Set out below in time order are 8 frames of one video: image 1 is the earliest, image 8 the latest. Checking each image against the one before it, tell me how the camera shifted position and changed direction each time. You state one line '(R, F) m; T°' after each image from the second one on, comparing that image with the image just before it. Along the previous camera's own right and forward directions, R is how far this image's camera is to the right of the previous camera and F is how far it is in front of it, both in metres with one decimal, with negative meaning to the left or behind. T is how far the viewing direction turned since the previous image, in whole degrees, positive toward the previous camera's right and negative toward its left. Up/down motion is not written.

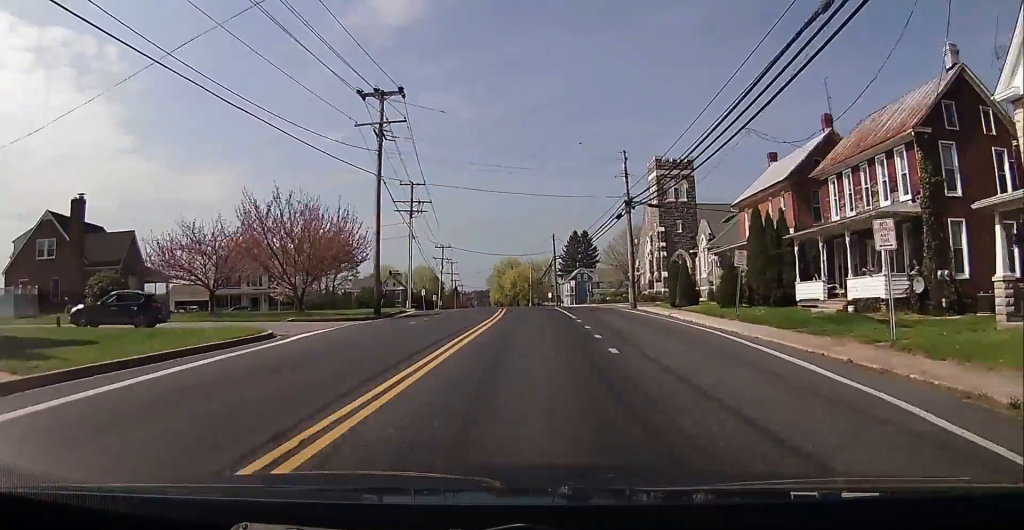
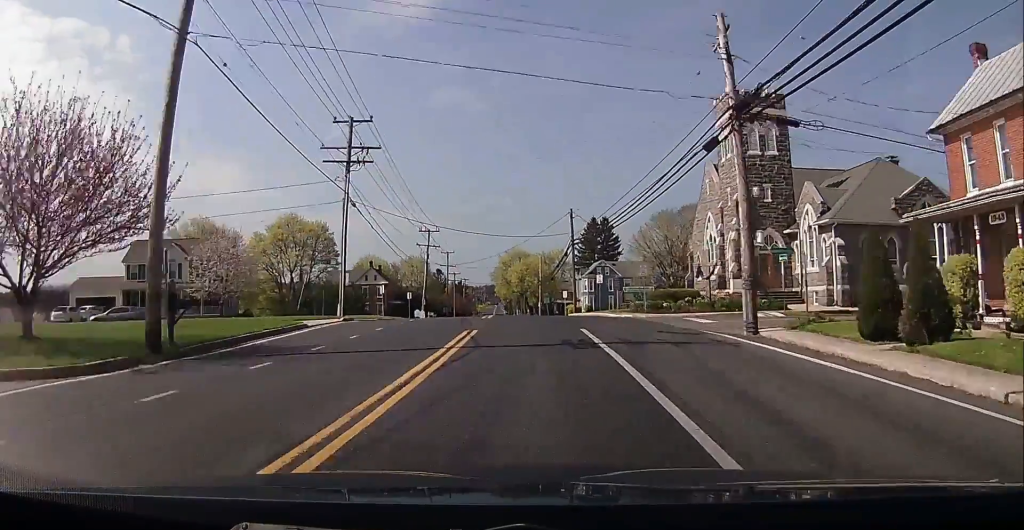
(-0.7, +23.9) m; -3°
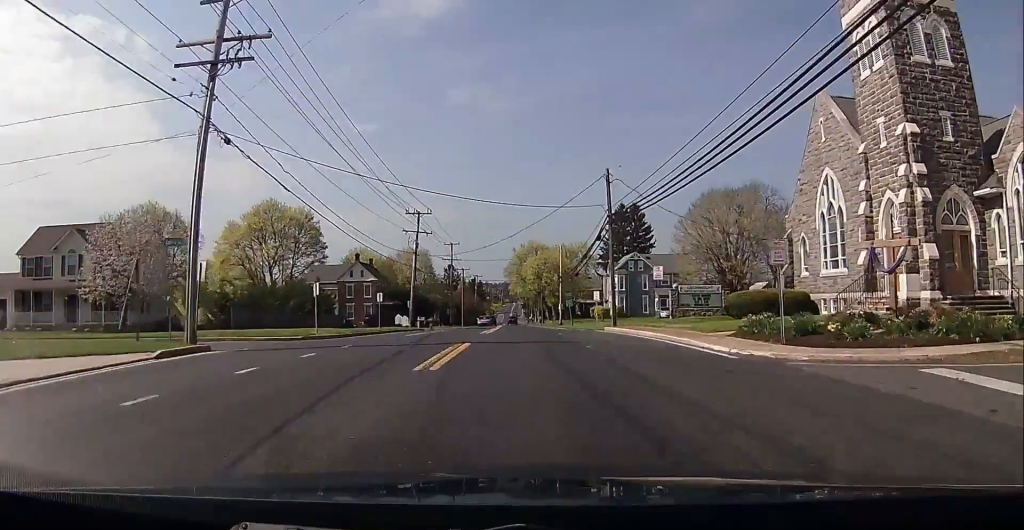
(-0.2, +18.9) m; 0°
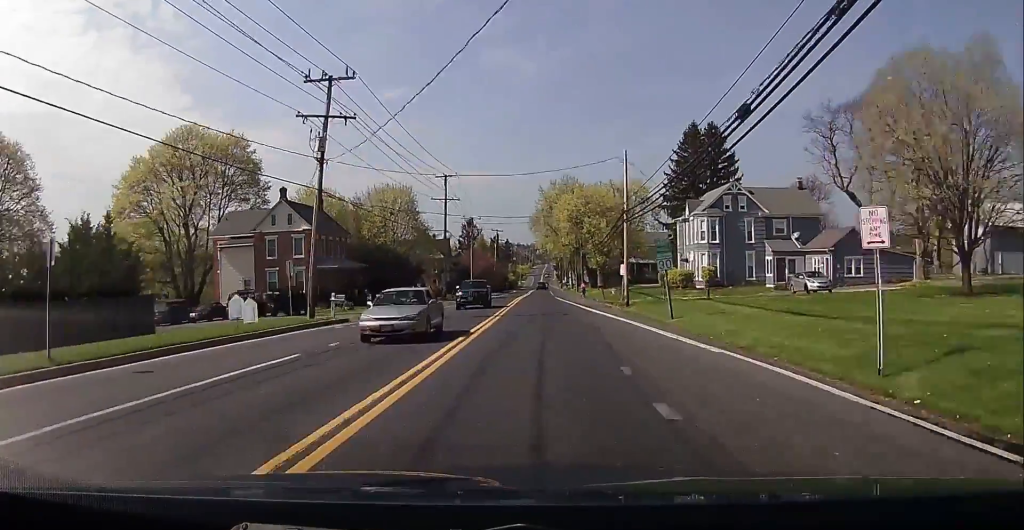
(-0.4, +37.2) m; -3°
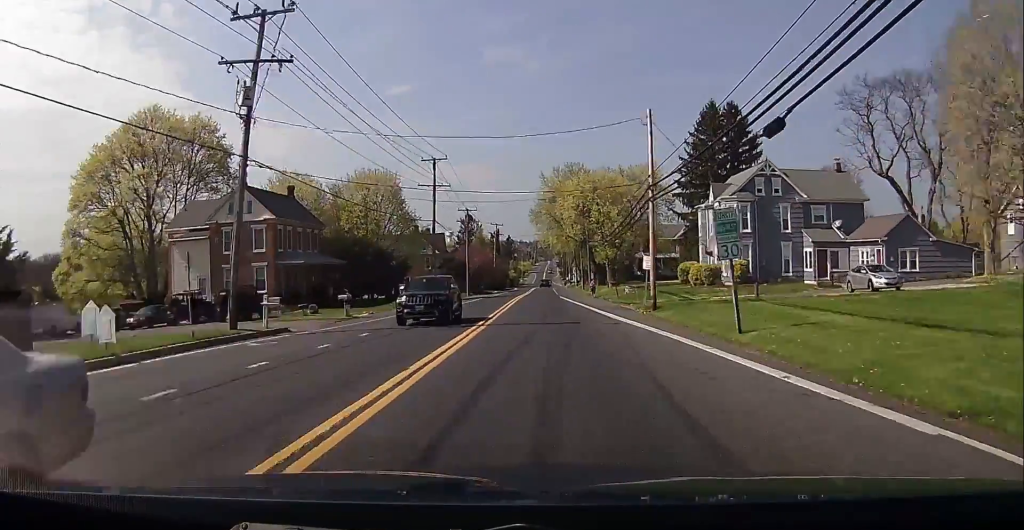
(-0.2, +9.3) m; -1°
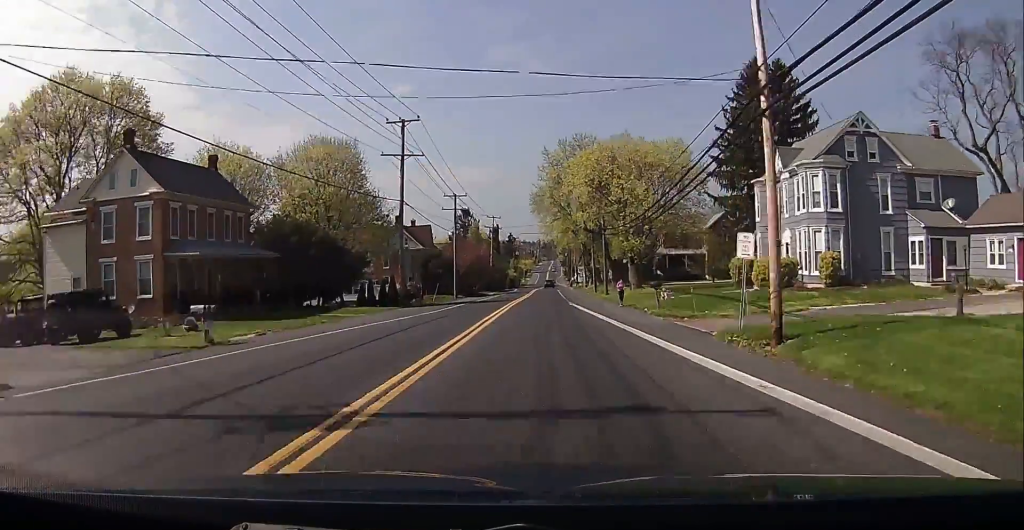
(-0.1, +15.3) m; 0°
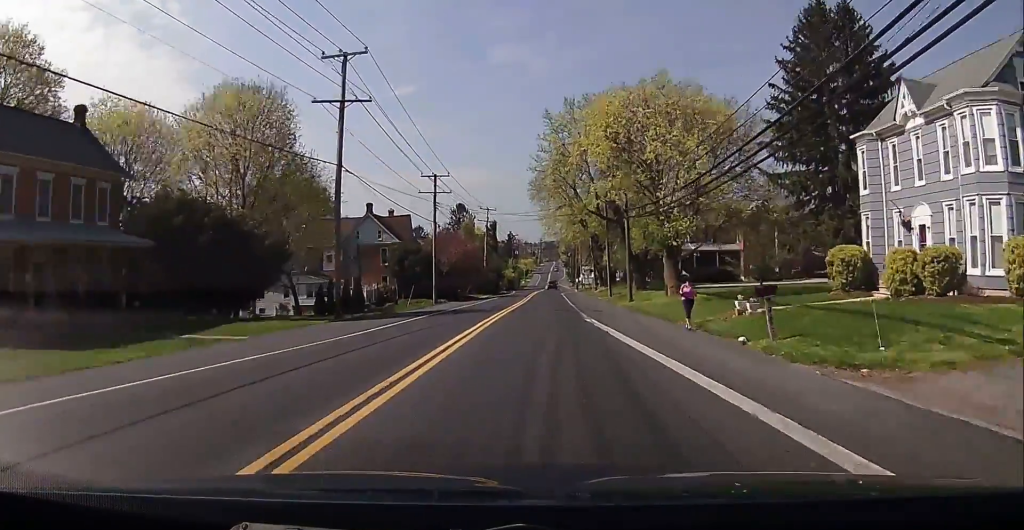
(+0.1, +14.7) m; 0°
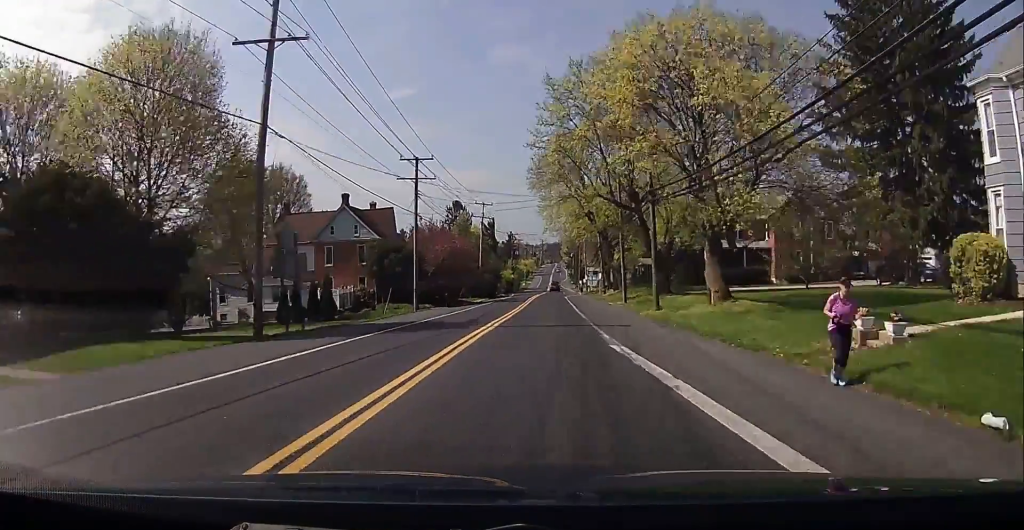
(+0.1, +8.6) m; 0°
